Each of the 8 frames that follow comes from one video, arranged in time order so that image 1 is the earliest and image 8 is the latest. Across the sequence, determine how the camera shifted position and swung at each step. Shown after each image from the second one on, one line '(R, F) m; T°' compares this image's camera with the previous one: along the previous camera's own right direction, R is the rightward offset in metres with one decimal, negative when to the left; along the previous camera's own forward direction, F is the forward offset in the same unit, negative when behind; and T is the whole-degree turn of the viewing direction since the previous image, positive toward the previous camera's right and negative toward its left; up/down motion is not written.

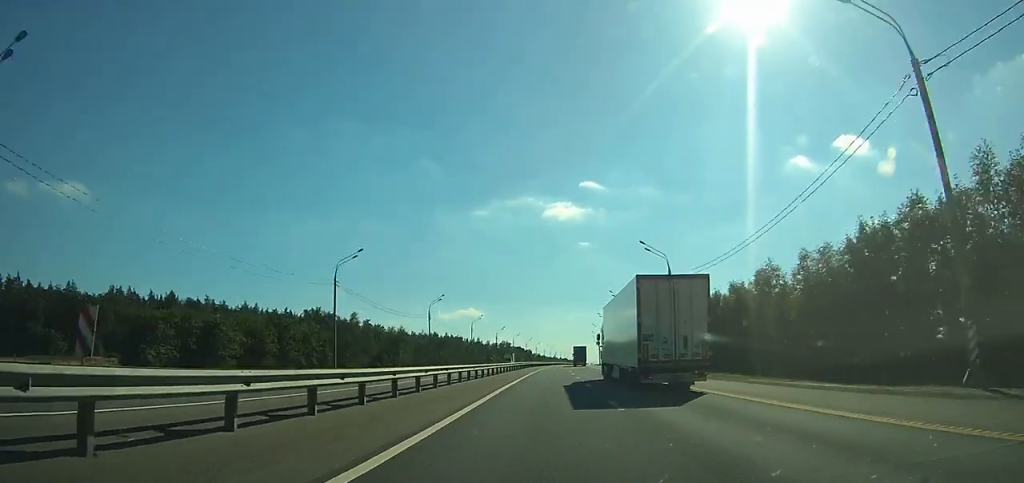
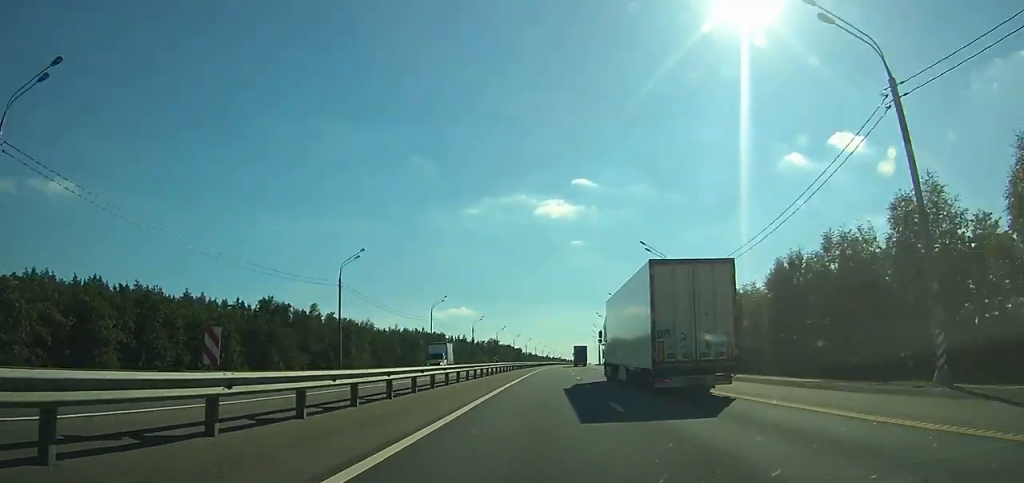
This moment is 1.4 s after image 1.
(+0.4, +35.6) m; +1°
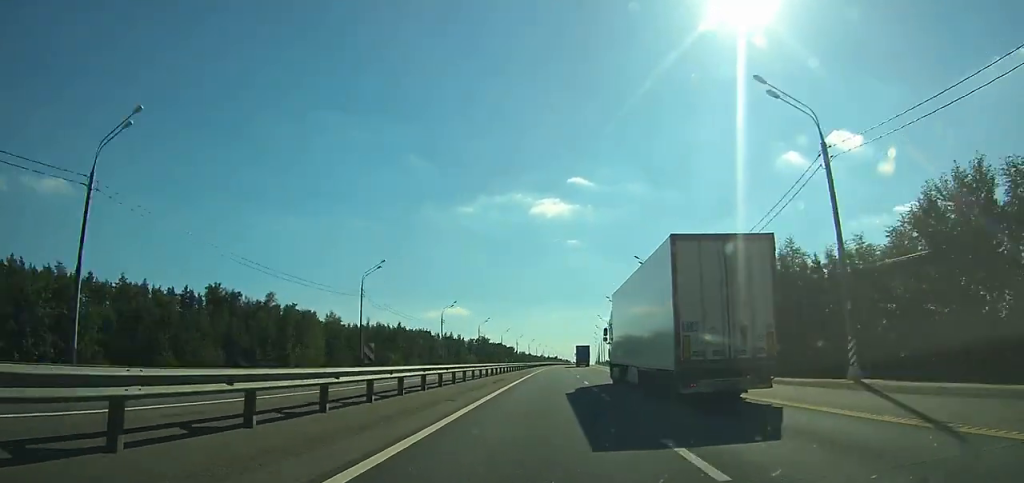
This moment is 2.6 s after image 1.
(+0.2, +30.8) m; 0°
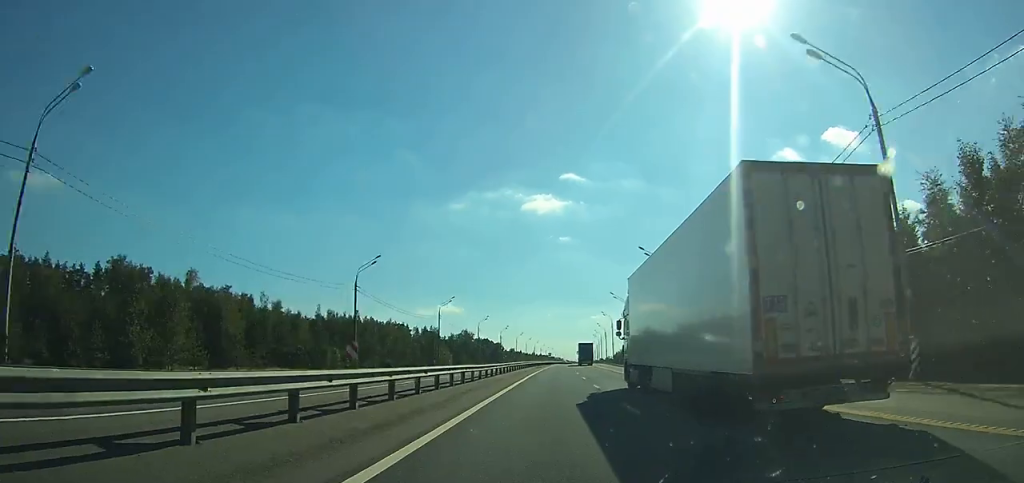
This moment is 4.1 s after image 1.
(+0.2, +39.5) m; +1°
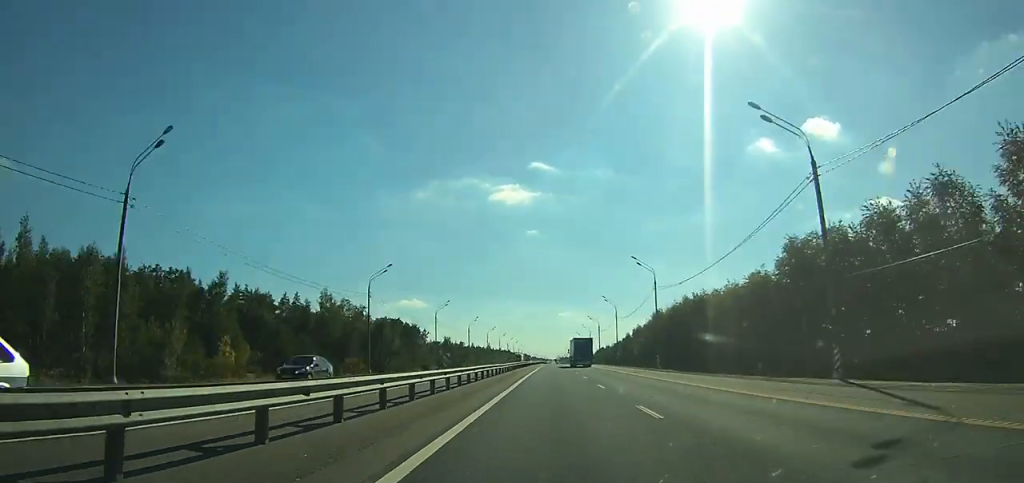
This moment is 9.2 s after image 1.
(+3.0, +146.8) m; +2°
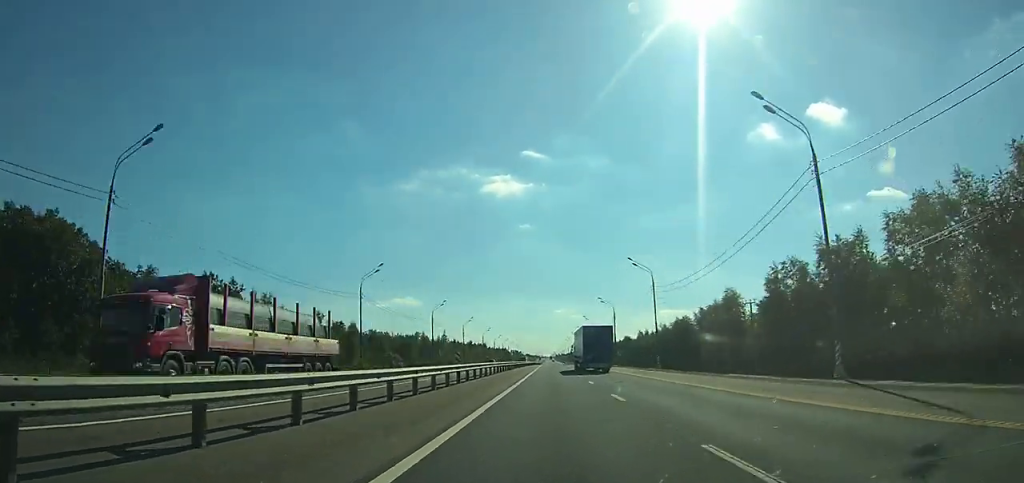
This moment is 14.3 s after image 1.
(+1.8, +155.8) m; +1°
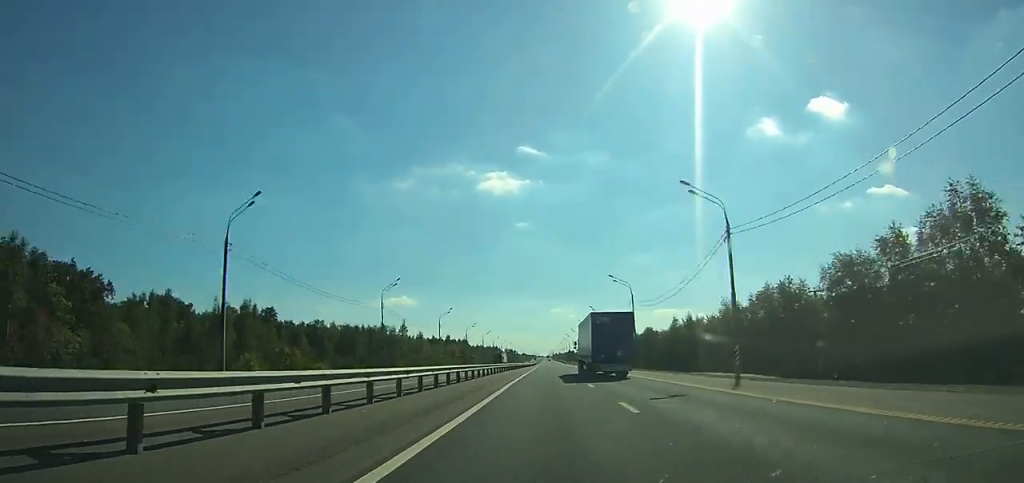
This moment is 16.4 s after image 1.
(0.0, +63.9) m; 0°
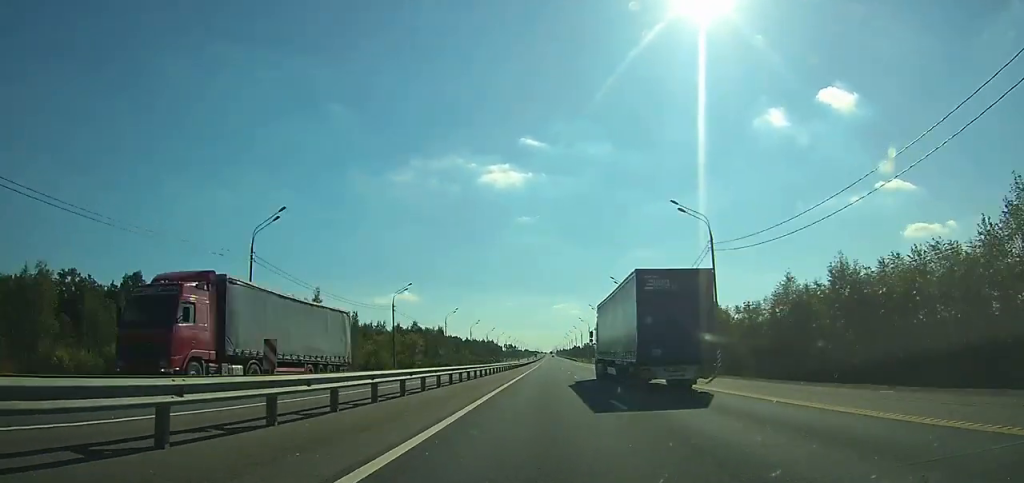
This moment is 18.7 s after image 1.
(0.0, +69.9) m; 0°
